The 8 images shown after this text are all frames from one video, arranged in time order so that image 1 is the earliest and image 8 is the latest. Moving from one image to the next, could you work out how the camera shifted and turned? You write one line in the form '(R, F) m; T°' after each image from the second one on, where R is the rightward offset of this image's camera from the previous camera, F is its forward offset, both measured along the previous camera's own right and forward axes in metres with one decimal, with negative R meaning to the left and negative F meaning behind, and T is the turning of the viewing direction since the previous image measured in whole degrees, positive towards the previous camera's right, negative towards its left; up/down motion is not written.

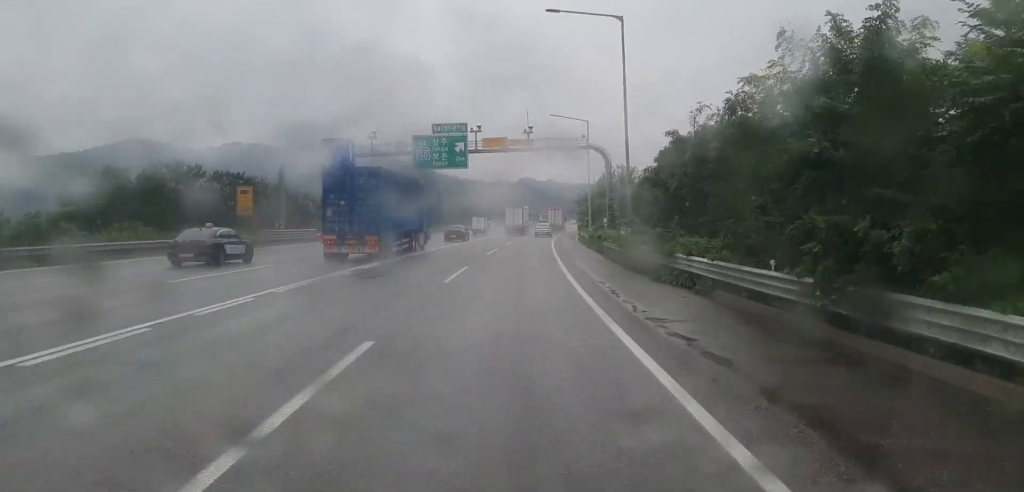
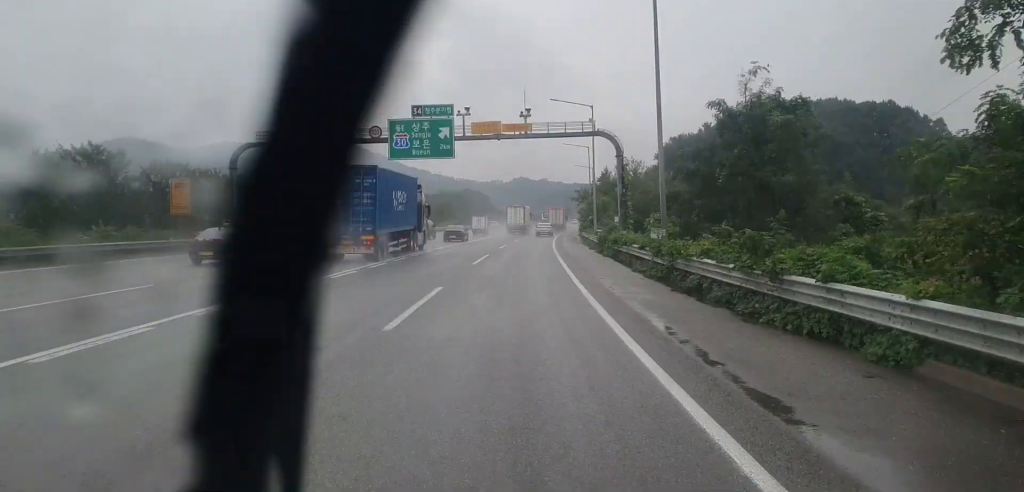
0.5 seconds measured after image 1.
(+0.1, +9.7) m; +1°
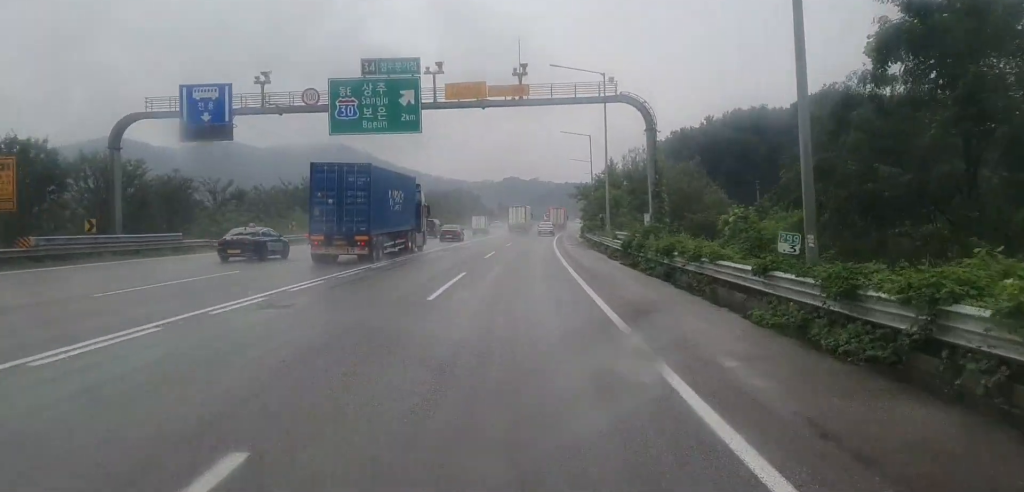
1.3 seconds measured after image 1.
(+0.1, +14.9) m; +1°
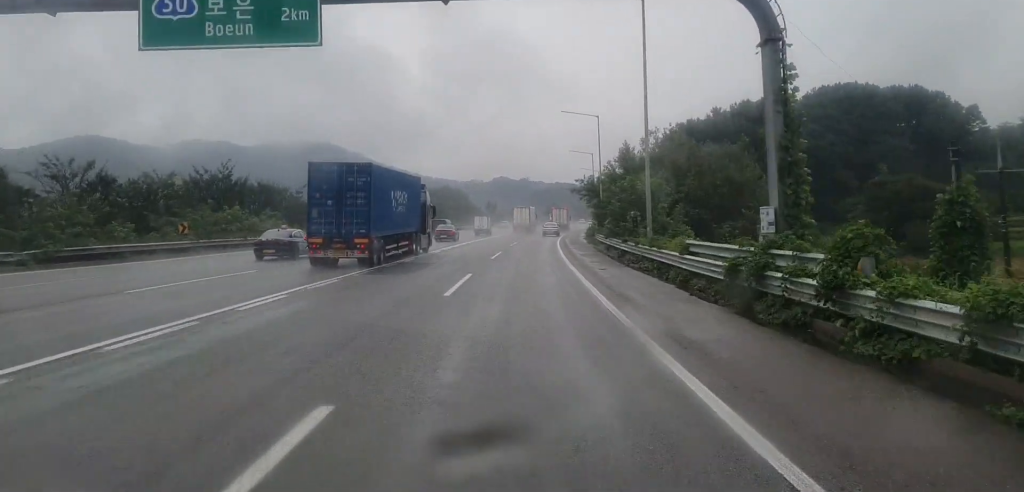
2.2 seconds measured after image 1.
(+0.1, +18.9) m; 0°
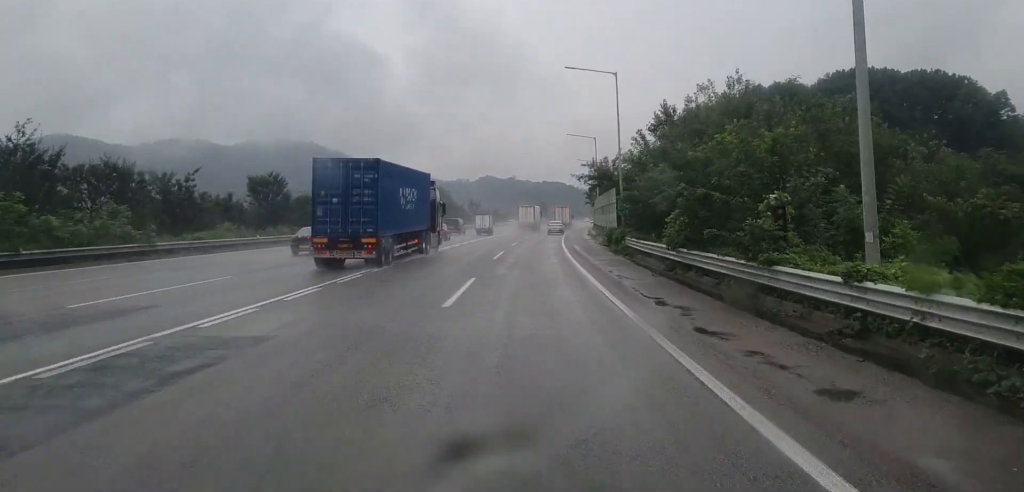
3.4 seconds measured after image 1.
(+0.1, +22.5) m; +1°
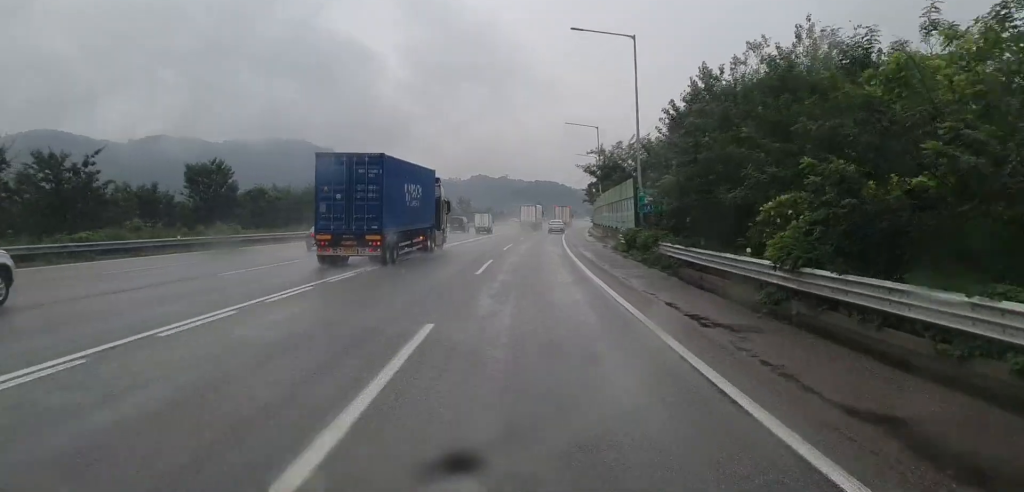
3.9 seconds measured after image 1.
(0.0, +11.3) m; +1°
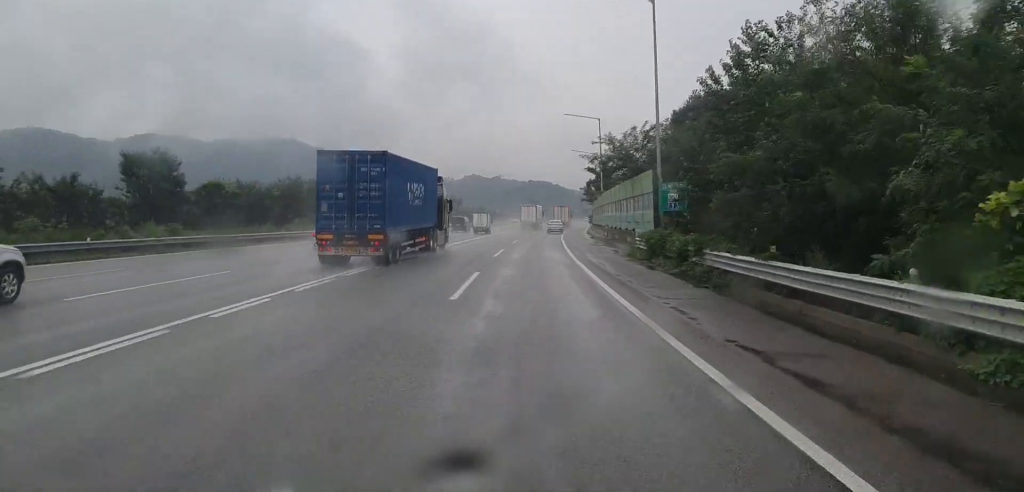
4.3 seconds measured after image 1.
(+0.1, +8.0) m; 0°
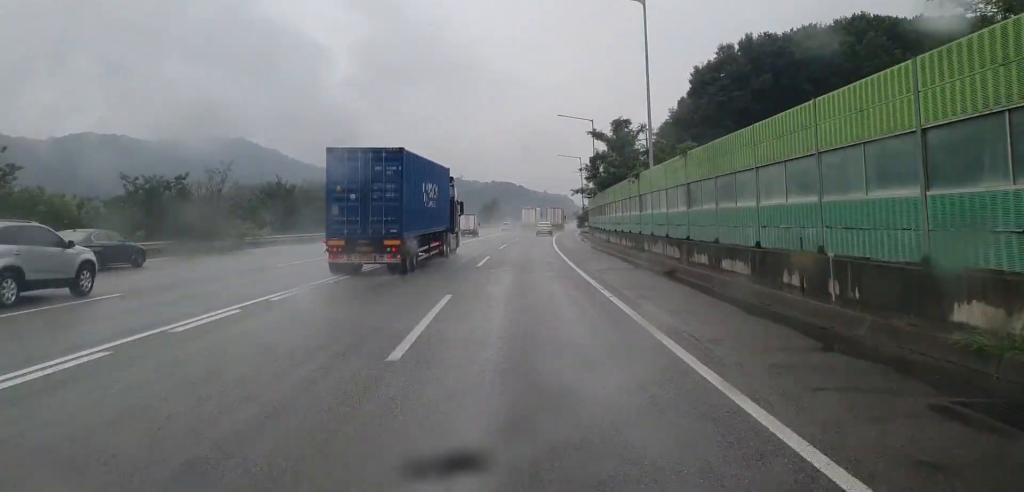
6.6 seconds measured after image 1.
(+0.8, +46.3) m; +2°
